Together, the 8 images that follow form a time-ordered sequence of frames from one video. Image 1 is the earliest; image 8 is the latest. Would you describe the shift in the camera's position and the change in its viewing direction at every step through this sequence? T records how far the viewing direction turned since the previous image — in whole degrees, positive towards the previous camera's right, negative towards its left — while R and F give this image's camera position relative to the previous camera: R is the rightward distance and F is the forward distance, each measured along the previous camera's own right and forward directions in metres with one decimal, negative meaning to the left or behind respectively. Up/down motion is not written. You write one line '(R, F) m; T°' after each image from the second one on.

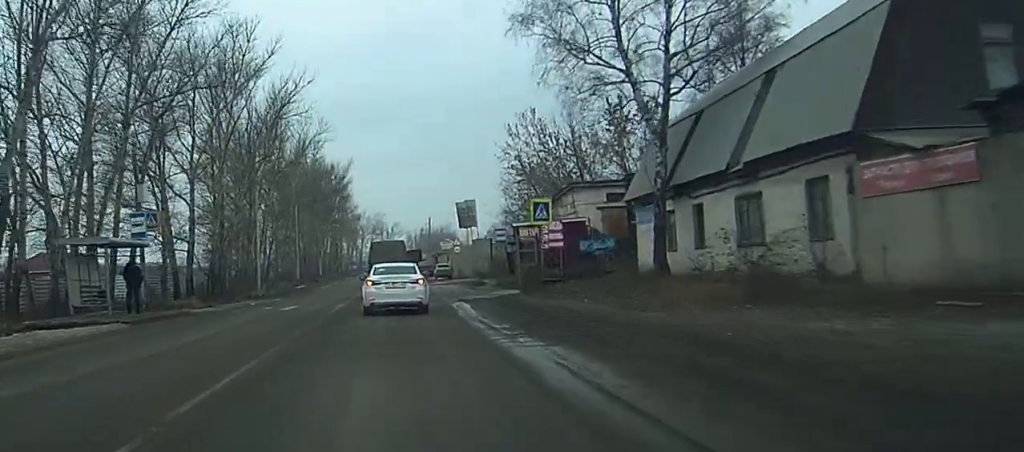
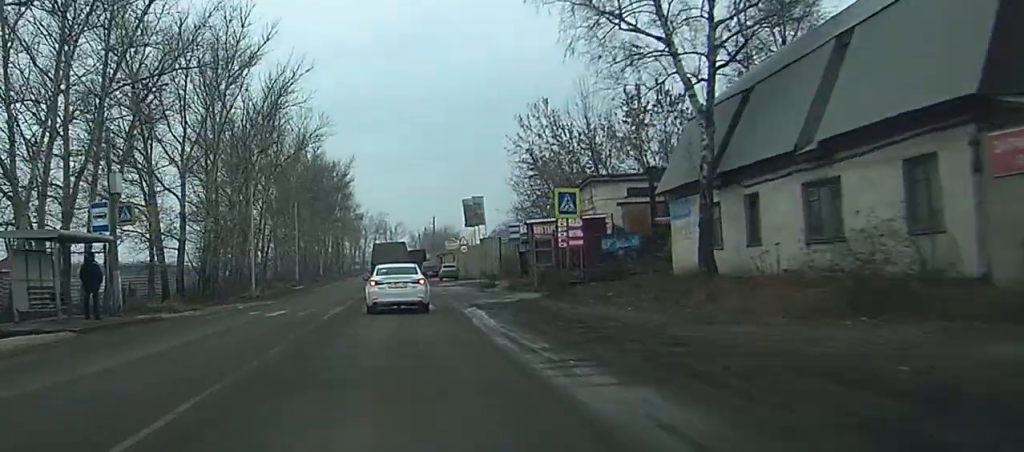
(+0.1, +4.7) m; 0°
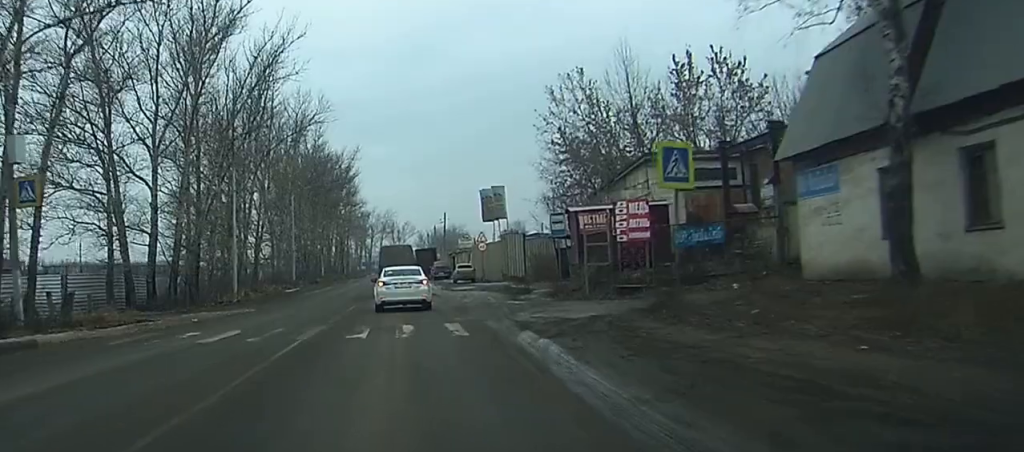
(0.0, +10.6) m; 0°
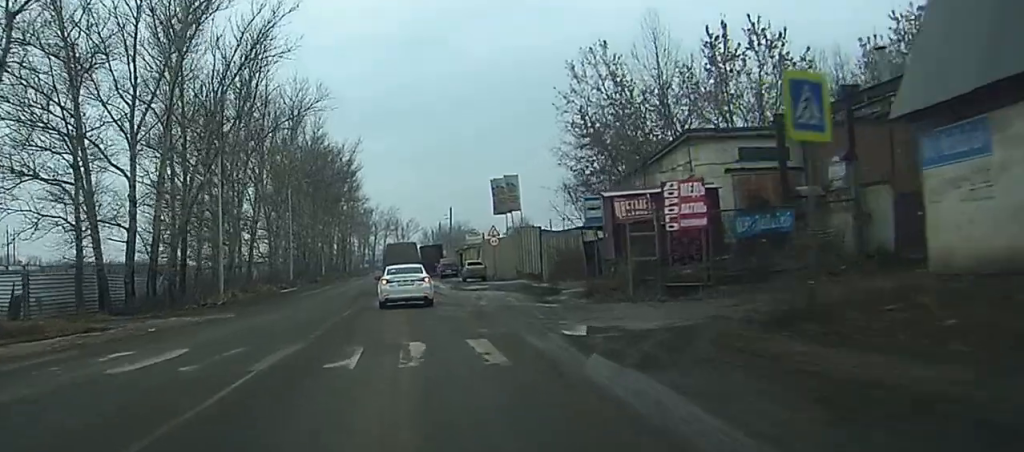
(0.0, +5.7) m; 0°
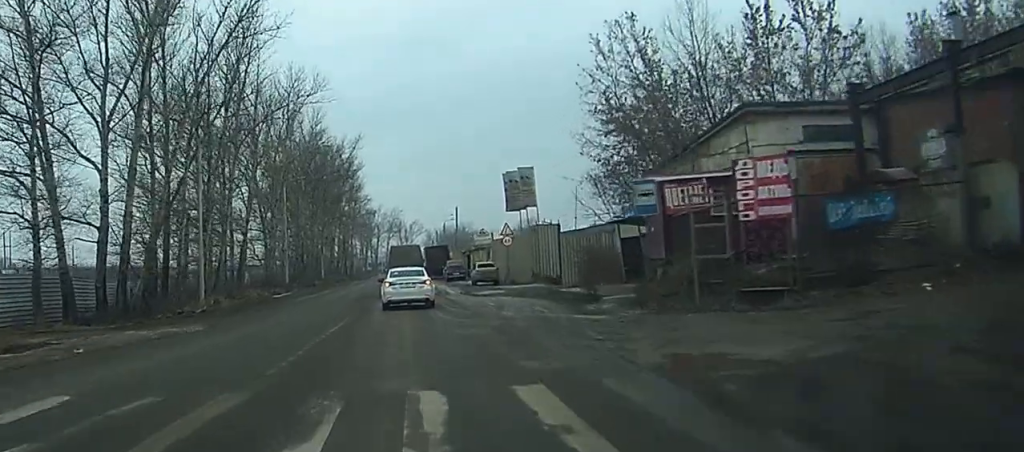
(0.0, +5.7) m; 0°
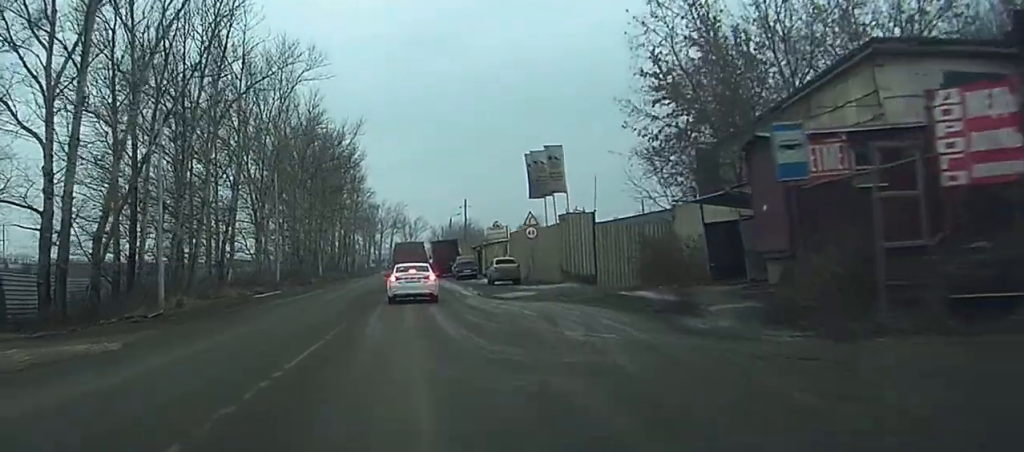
(0.0, +8.5) m; 0°
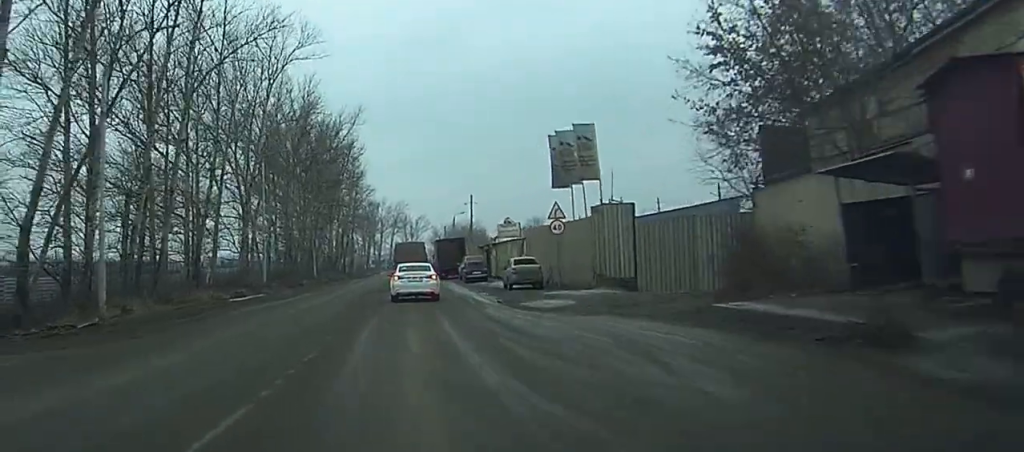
(0.0, +7.5) m; 0°
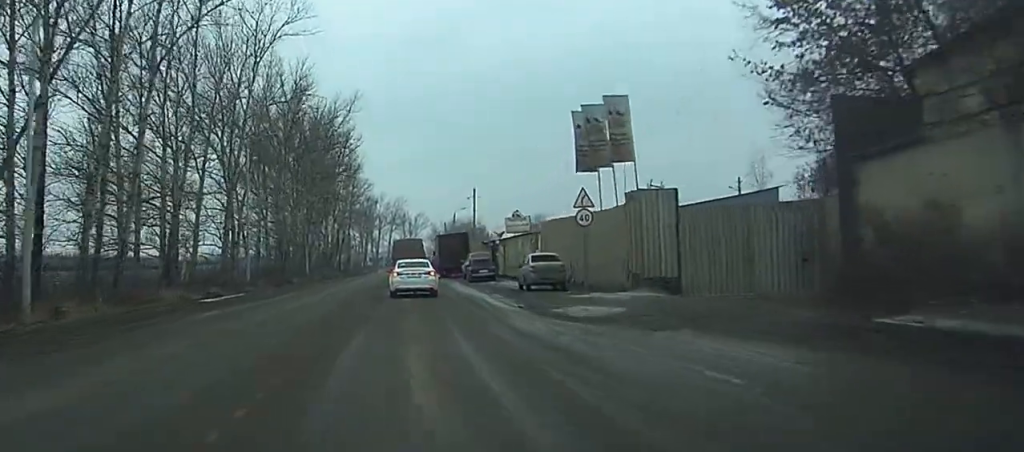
(0.0, +6.1) m; 0°
